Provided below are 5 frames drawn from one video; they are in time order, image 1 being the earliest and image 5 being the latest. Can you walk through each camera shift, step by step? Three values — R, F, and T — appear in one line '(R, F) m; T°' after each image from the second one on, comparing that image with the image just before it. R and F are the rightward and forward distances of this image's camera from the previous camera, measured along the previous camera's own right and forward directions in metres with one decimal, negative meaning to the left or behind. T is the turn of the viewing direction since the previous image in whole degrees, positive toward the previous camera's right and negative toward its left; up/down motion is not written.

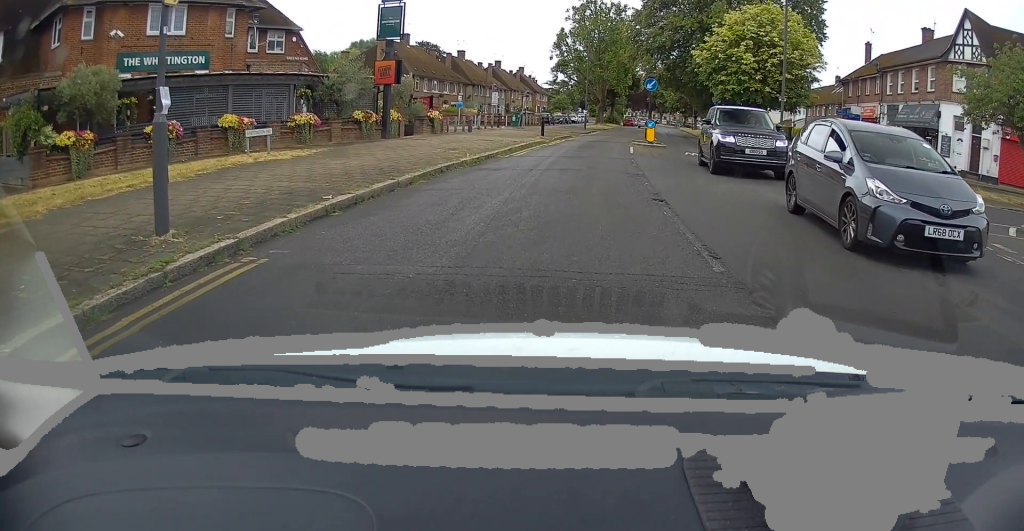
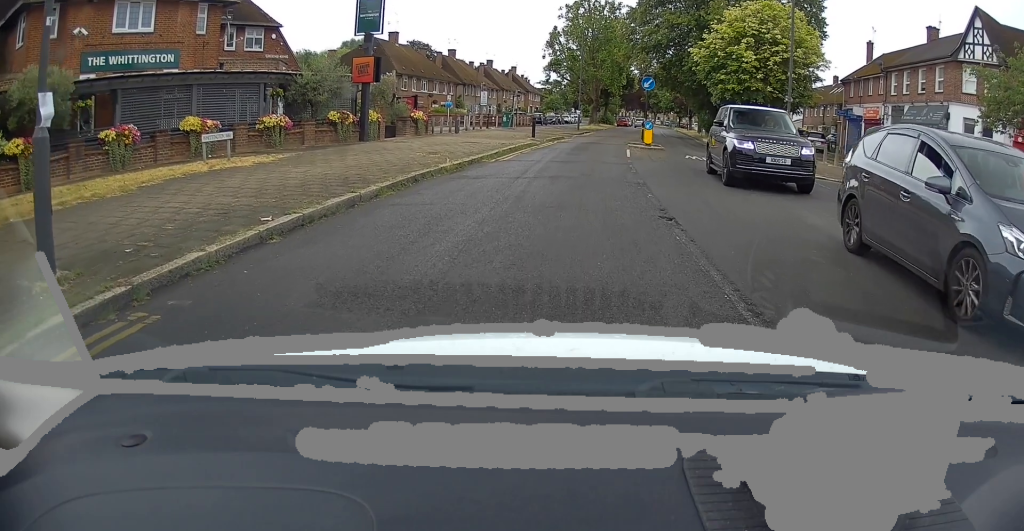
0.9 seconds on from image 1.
(0.0, +1.6) m; -2°
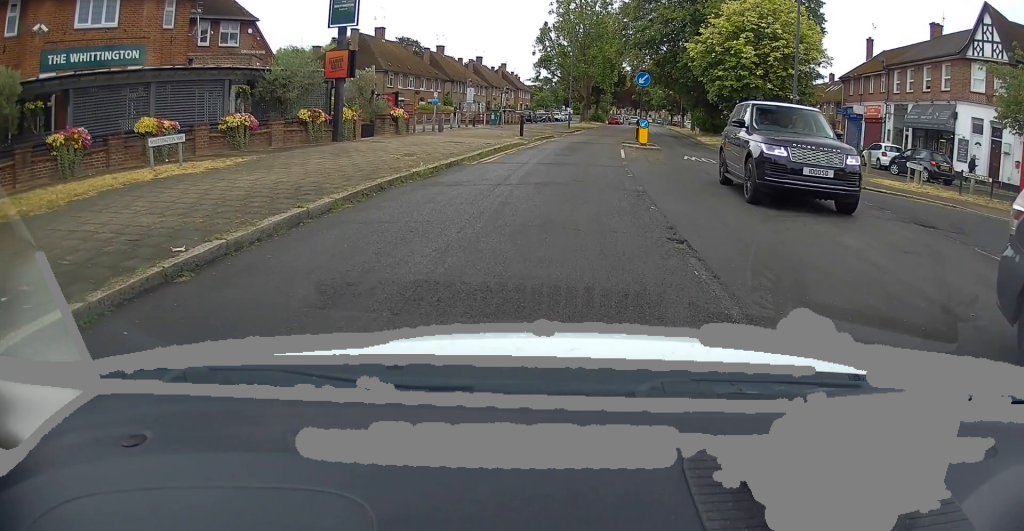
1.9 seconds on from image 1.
(-0.1, +1.5) m; -5°
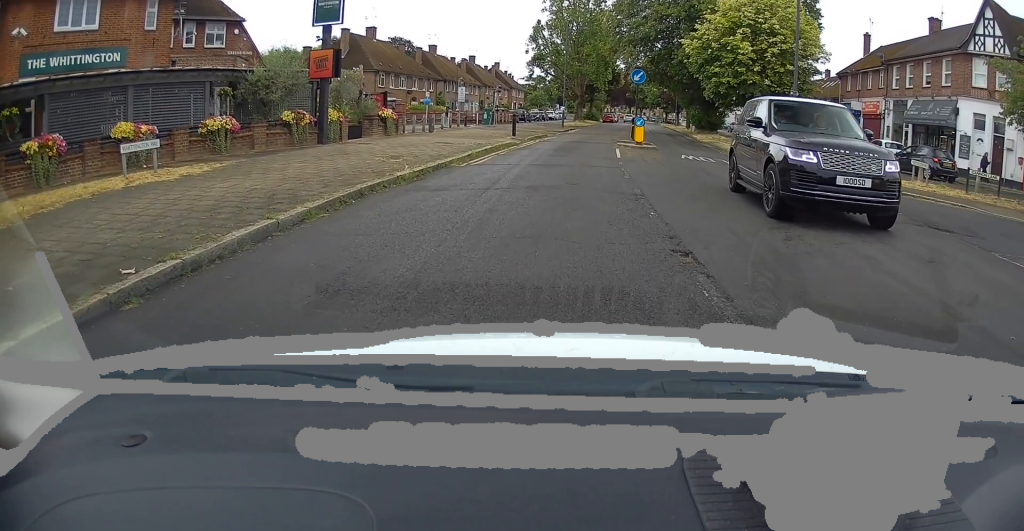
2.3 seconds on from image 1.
(0.0, +0.6) m; -1°
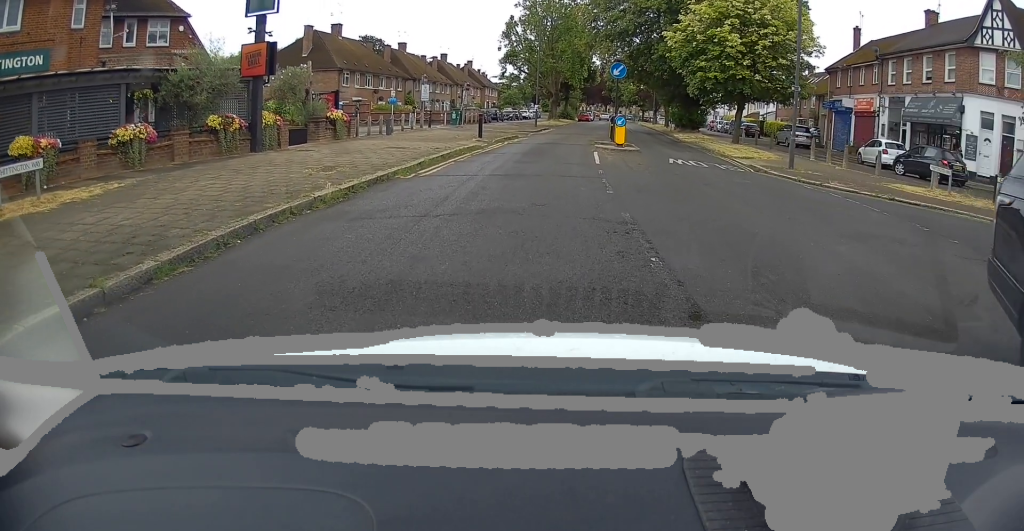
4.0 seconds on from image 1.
(0.0, +2.5) m; +3°
